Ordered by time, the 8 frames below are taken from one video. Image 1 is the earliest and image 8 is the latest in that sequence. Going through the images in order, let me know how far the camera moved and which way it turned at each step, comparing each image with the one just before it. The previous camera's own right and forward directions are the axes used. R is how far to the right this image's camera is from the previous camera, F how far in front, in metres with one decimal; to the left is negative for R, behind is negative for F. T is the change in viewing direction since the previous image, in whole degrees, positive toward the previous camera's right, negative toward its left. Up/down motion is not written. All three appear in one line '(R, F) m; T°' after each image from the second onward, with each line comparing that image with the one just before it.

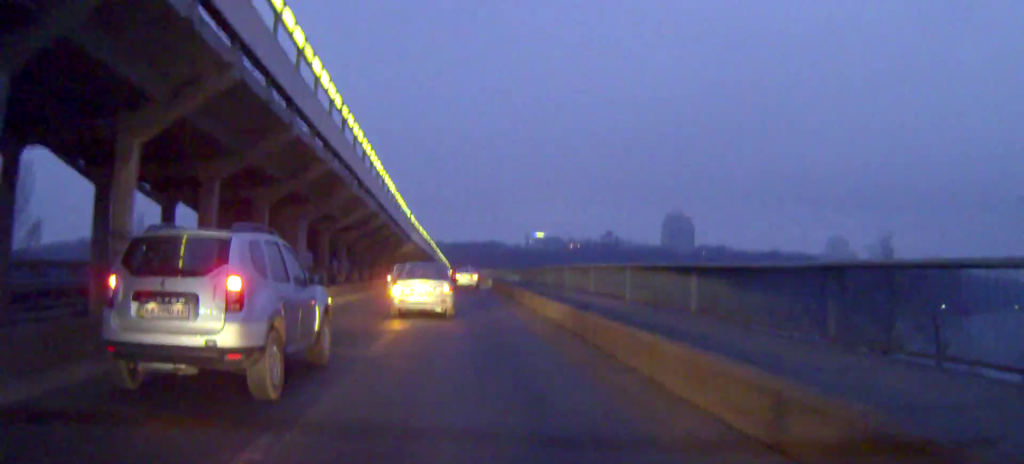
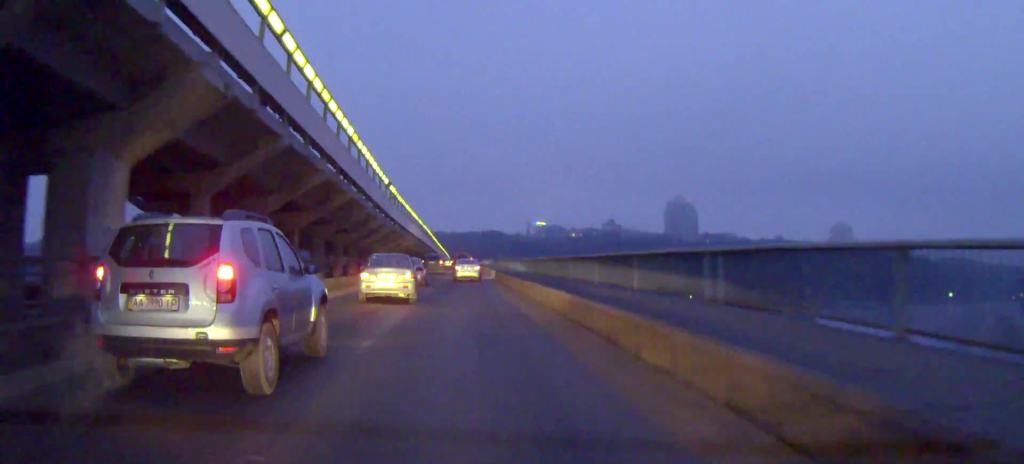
(-0.3, +18.7) m; -1°
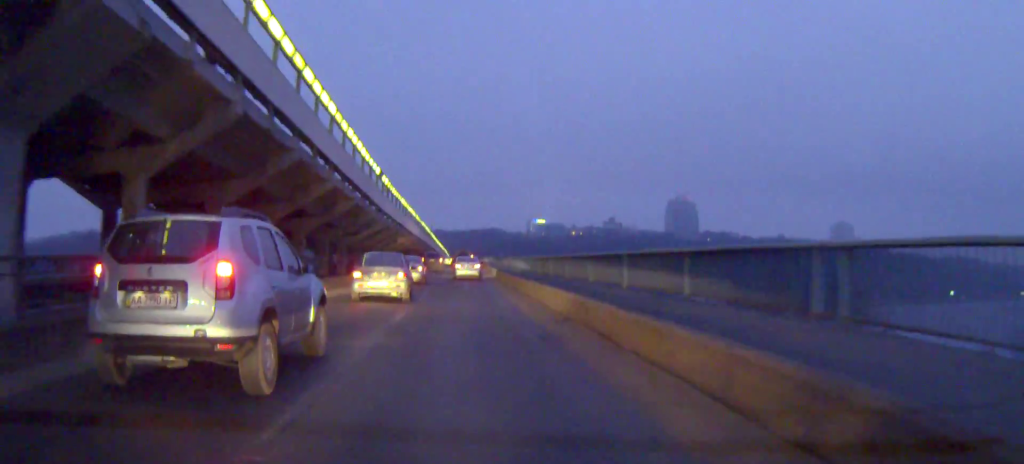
(+0.1, +4.4) m; 0°
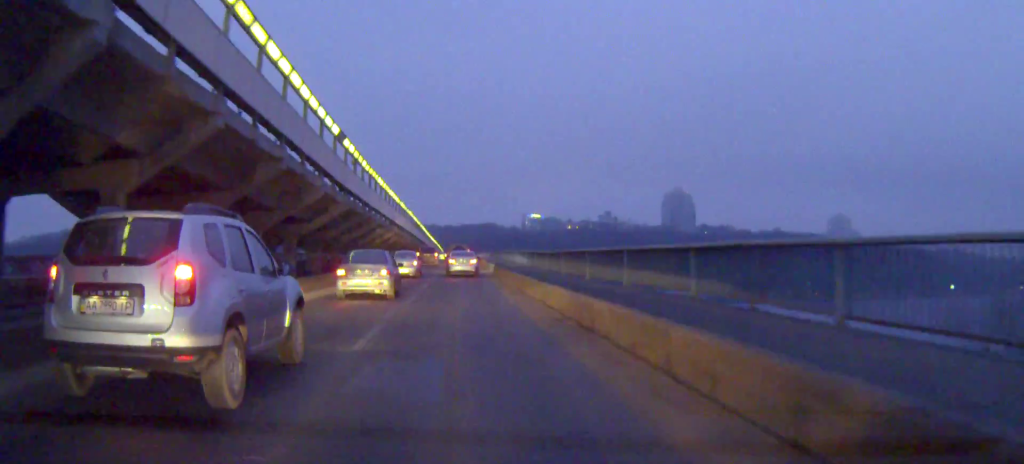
(0.0, +12.5) m; -3°
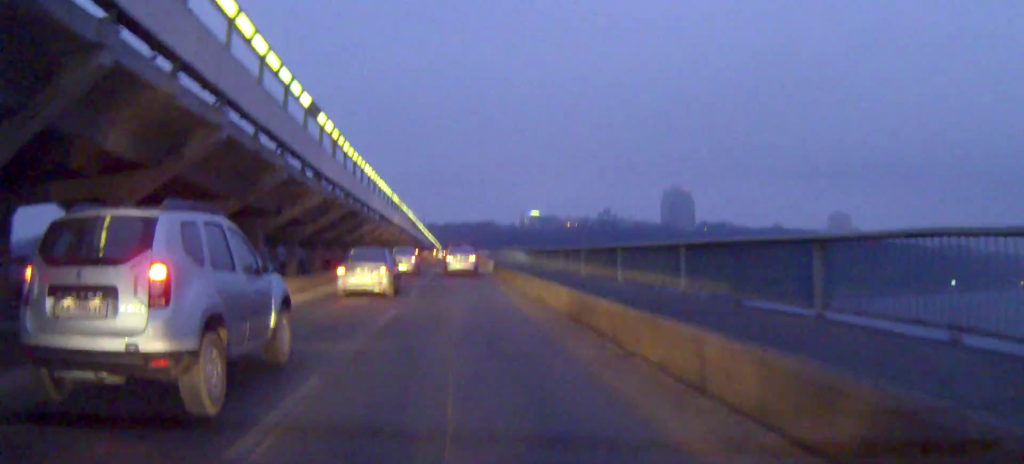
(-0.2, +5.8) m; 0°
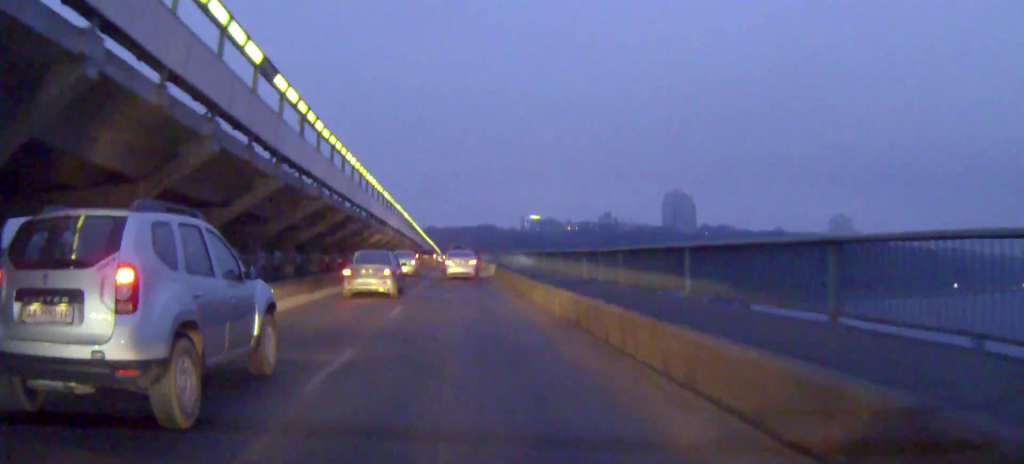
(0.0, +7.1) m; +1°
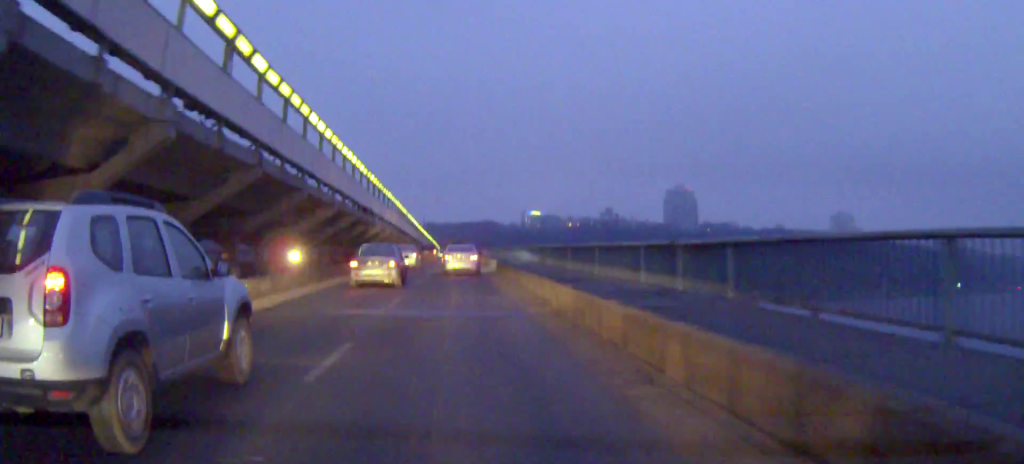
(+0.2, +9.3) m; 0°
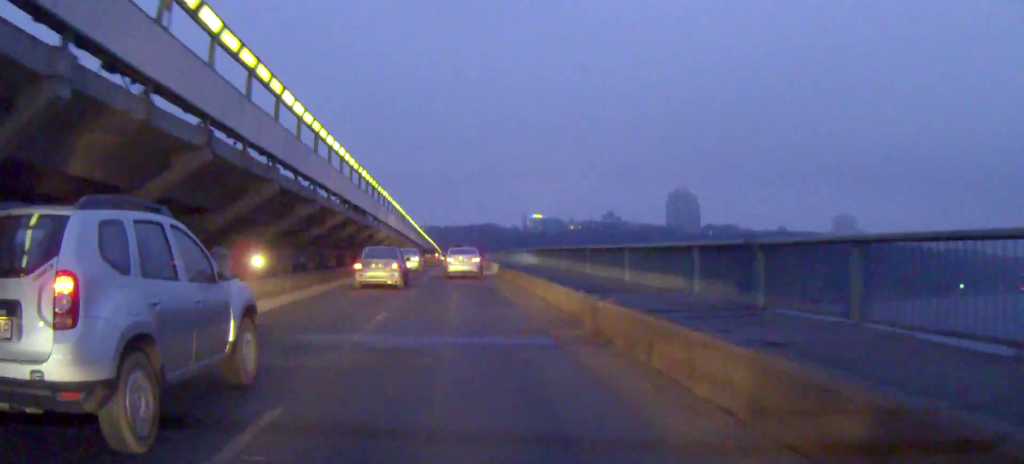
(-0.1, +4.6) m; -1°
